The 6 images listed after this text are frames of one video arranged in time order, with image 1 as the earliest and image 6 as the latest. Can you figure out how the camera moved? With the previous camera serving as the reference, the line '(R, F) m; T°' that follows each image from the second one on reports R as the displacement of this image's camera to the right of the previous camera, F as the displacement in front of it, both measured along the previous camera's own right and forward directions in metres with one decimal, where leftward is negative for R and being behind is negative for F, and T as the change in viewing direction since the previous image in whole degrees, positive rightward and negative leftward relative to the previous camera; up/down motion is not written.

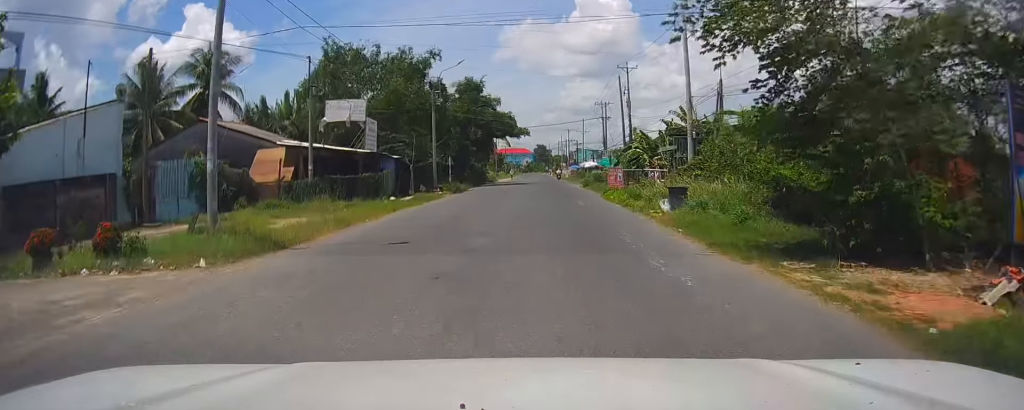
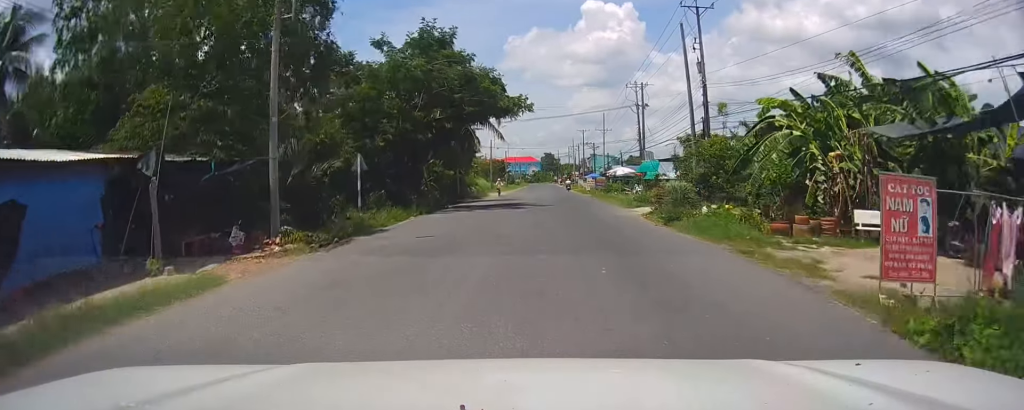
(-0.1, +28.2) m; 0°
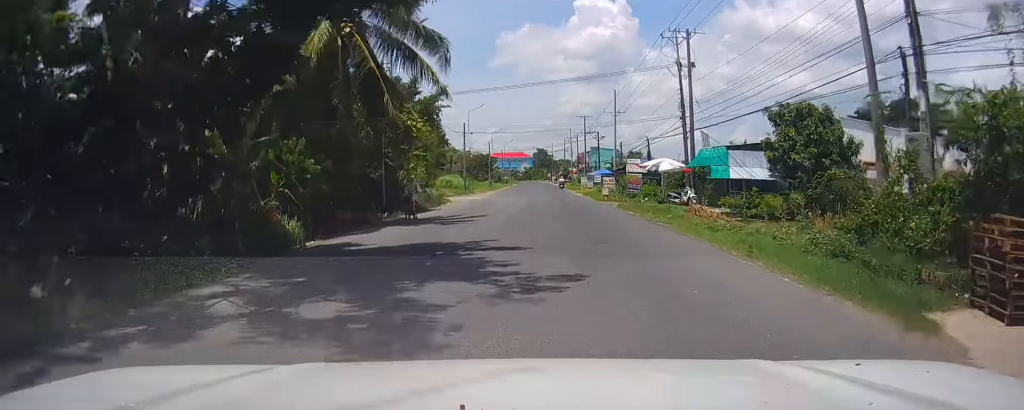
(+0.1, +24.1) m; -1°
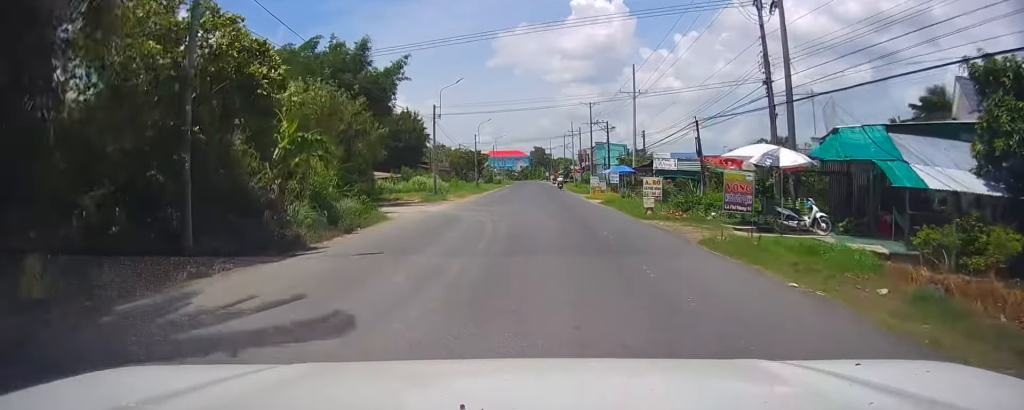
(-0.2, +17.2) m; +1°
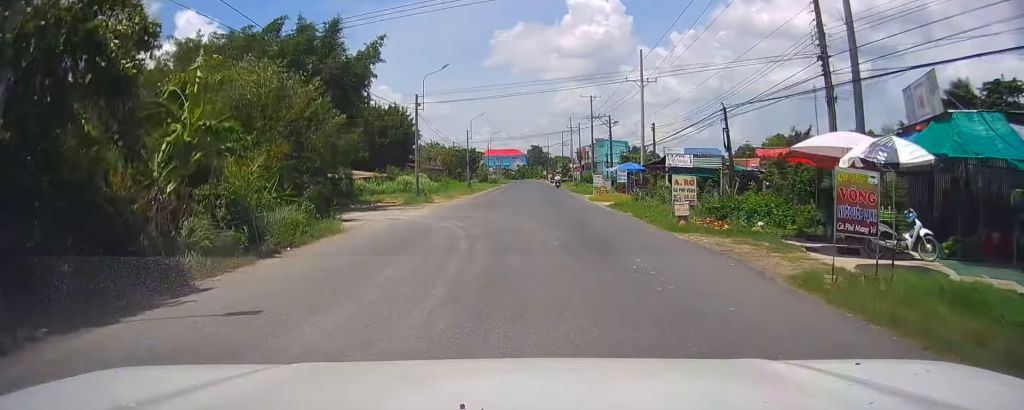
(+0.1, +5.7) m; +1°
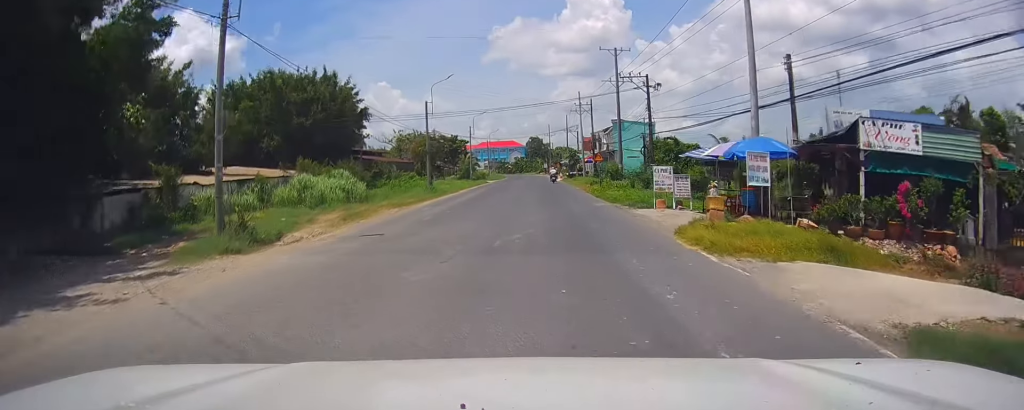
(-0.4, +27.4) m; -1°
